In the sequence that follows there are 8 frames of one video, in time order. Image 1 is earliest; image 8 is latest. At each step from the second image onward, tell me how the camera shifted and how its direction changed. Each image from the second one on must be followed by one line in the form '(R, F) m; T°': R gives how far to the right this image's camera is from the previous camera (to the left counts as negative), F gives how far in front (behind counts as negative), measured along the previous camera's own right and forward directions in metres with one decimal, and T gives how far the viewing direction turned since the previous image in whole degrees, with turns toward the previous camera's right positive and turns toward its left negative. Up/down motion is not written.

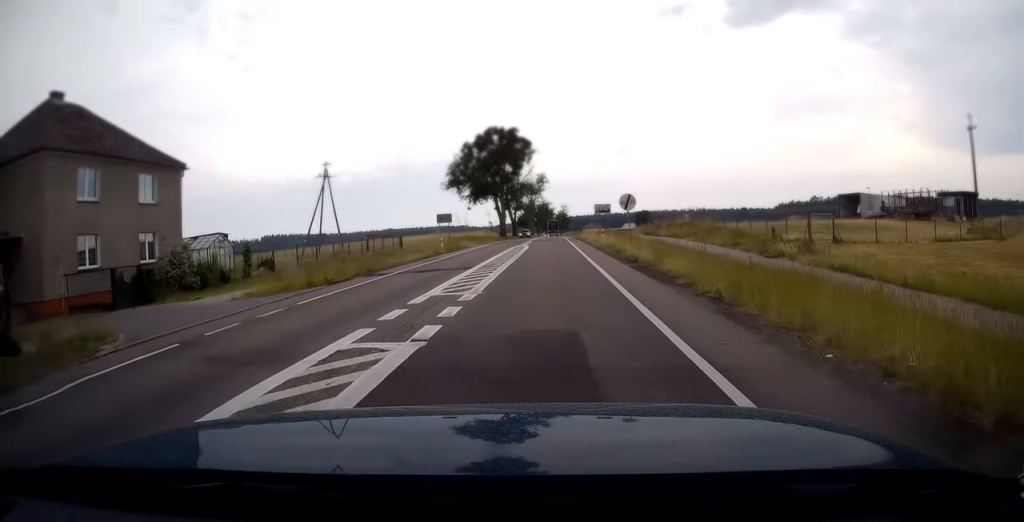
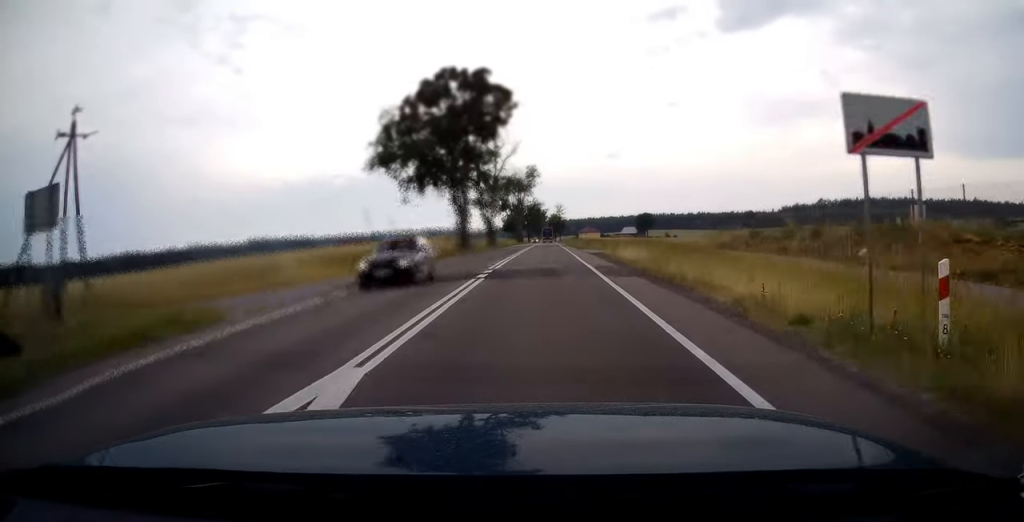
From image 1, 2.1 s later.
(+0.1, +37.5) m; 0°
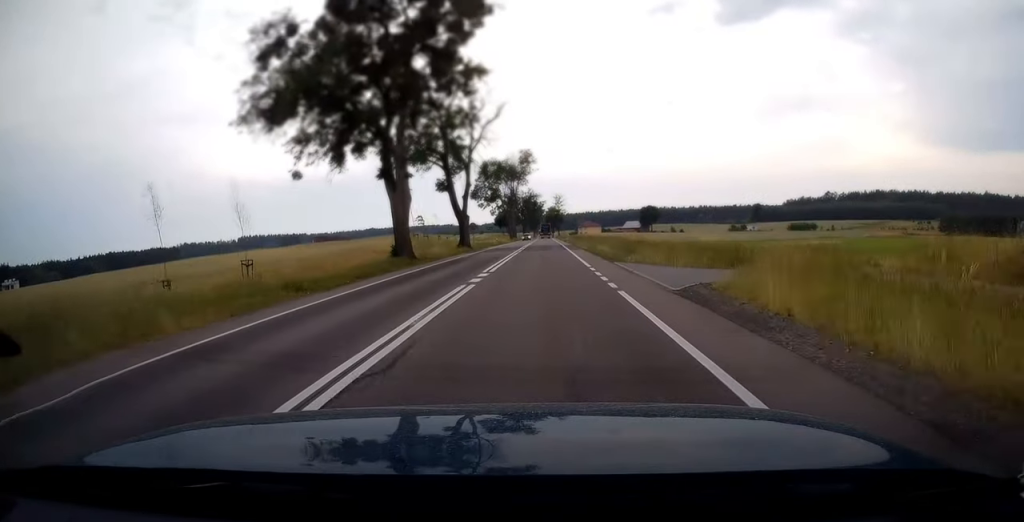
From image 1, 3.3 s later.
(-0.1, +23.9) m; 0°
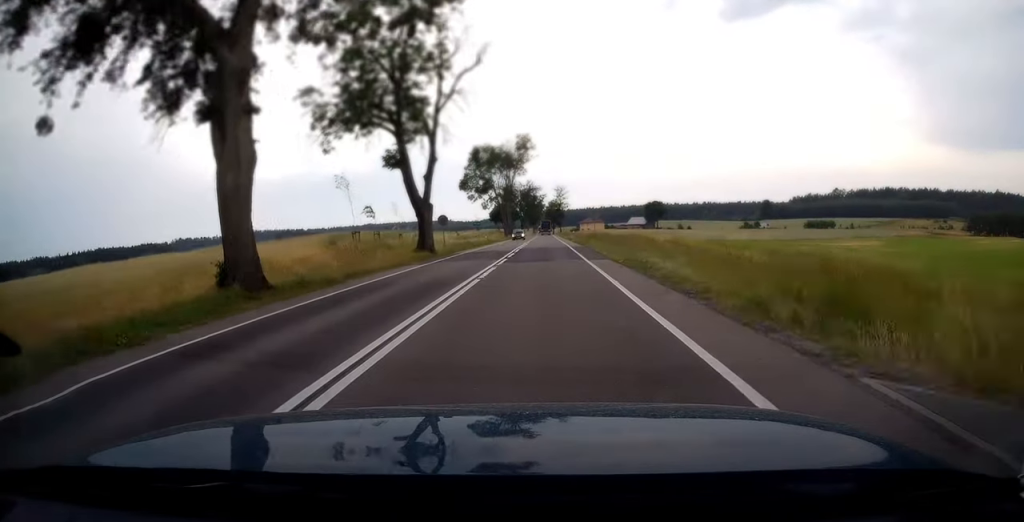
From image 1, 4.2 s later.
(-0.1, +17.8) m; 0°
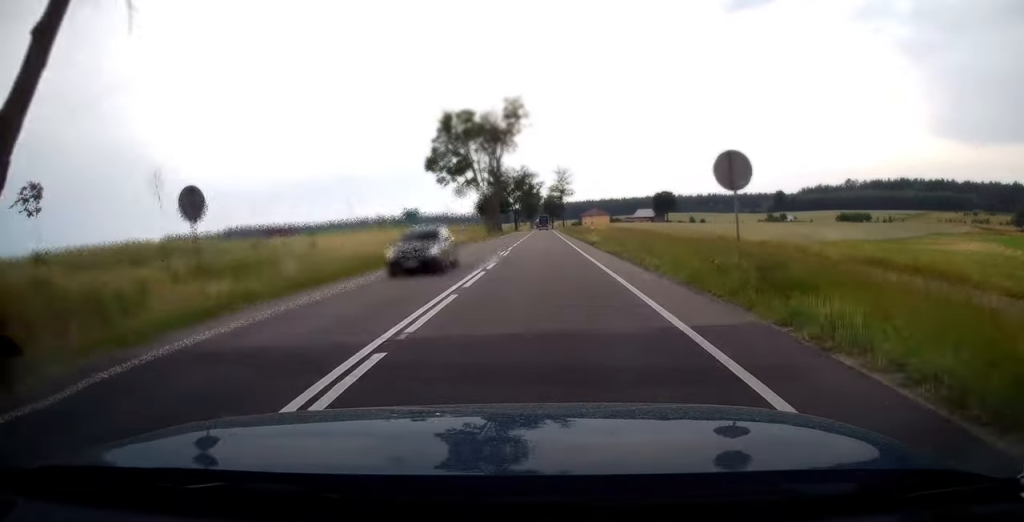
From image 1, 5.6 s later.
(+0.2, +32.6) m; 0°
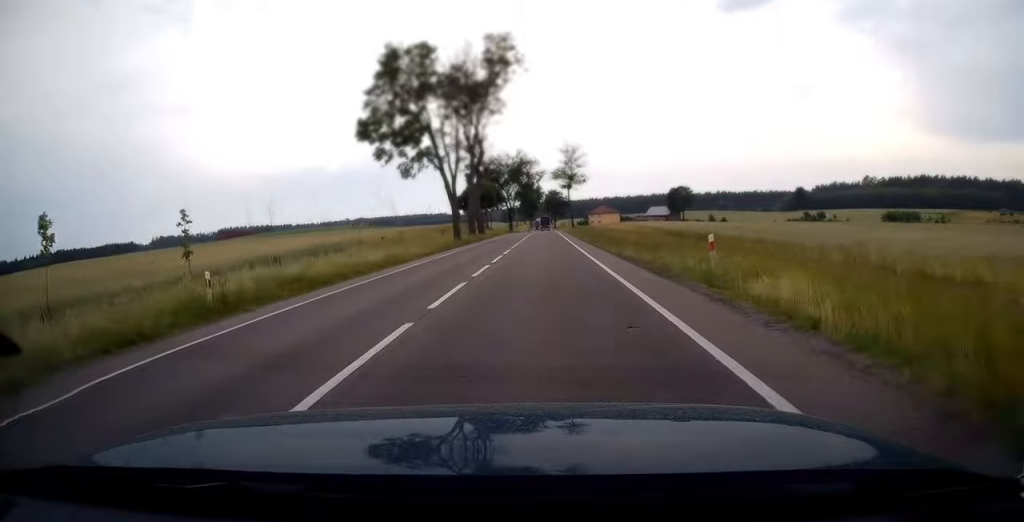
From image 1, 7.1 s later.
(+0.1, +35.1) m; 0°
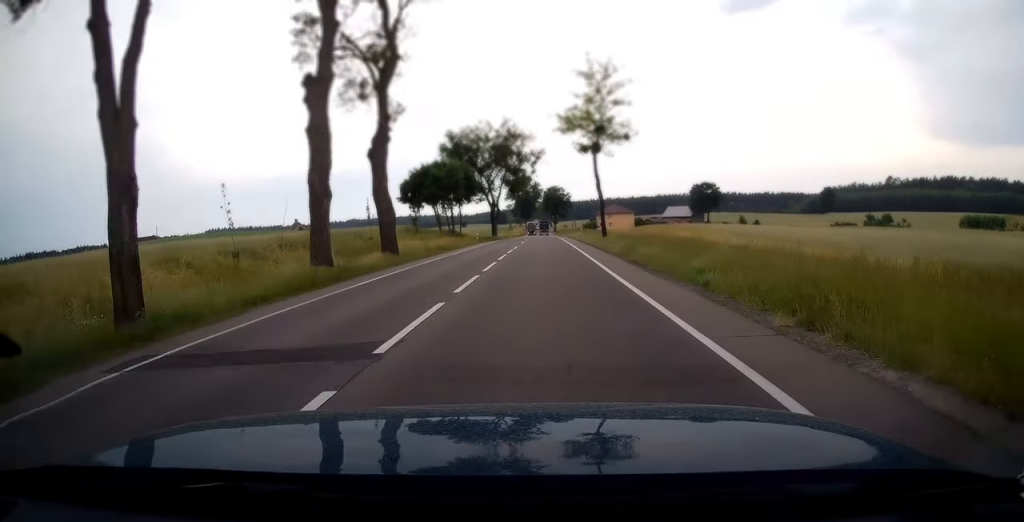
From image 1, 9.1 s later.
(0.0, +47.4) m; 0°
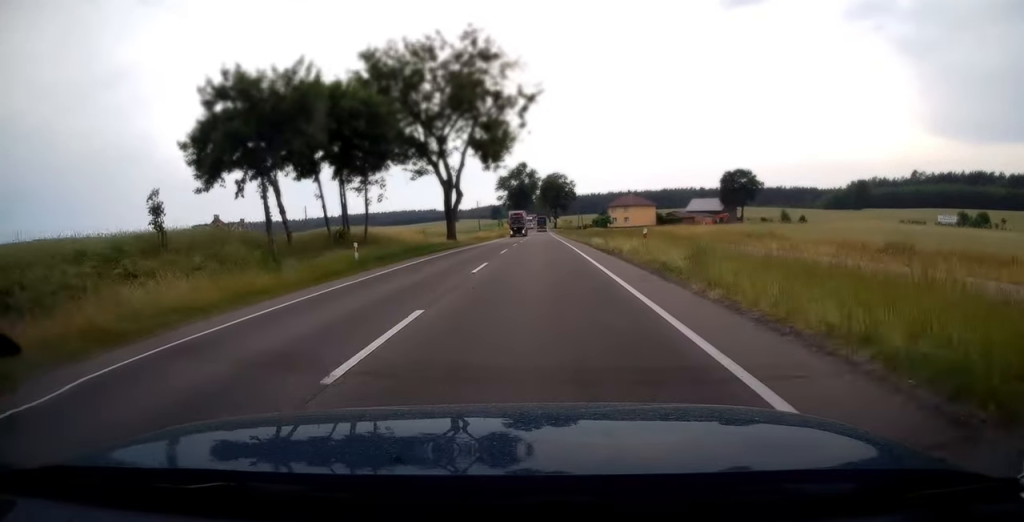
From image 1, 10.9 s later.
(-0.1, +44.5) m; 0°
